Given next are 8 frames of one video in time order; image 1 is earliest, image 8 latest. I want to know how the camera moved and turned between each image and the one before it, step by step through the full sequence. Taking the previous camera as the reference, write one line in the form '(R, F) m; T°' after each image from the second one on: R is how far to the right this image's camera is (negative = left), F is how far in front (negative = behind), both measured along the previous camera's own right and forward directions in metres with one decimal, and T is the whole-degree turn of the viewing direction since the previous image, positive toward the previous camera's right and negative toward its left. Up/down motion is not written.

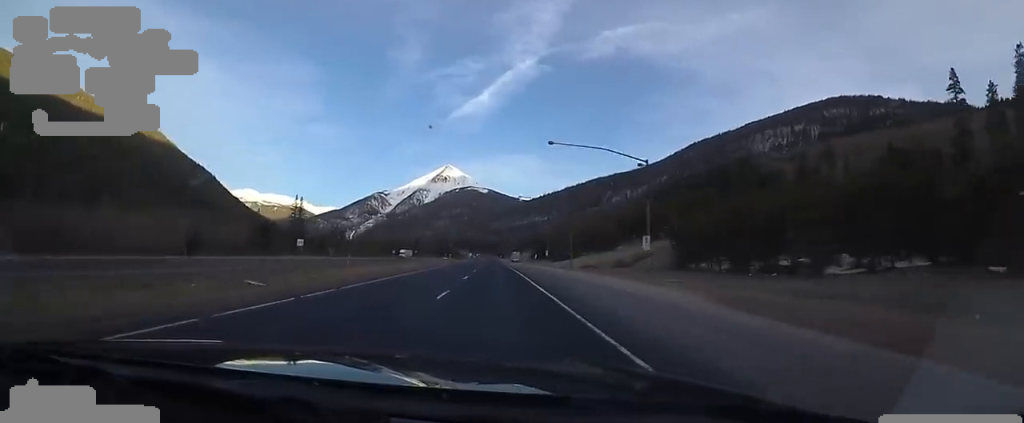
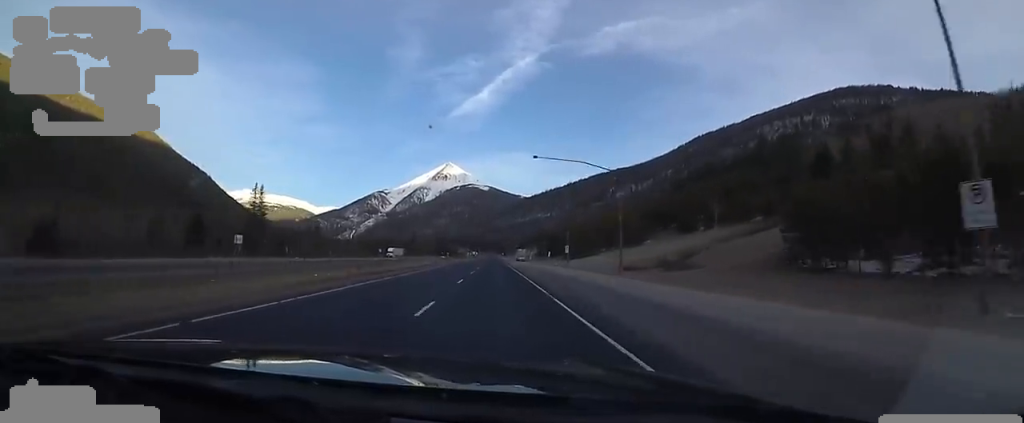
(0.0, +28.3) m; -1°
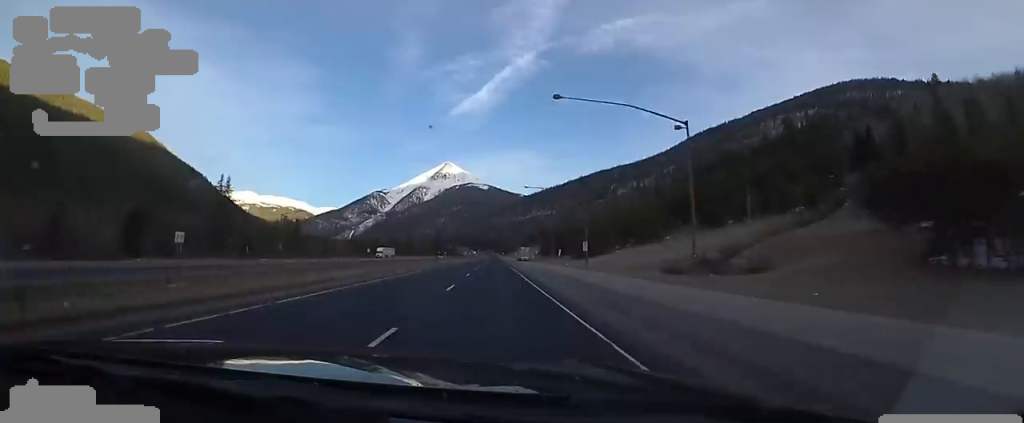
(0.0, +16.9) m; 0°
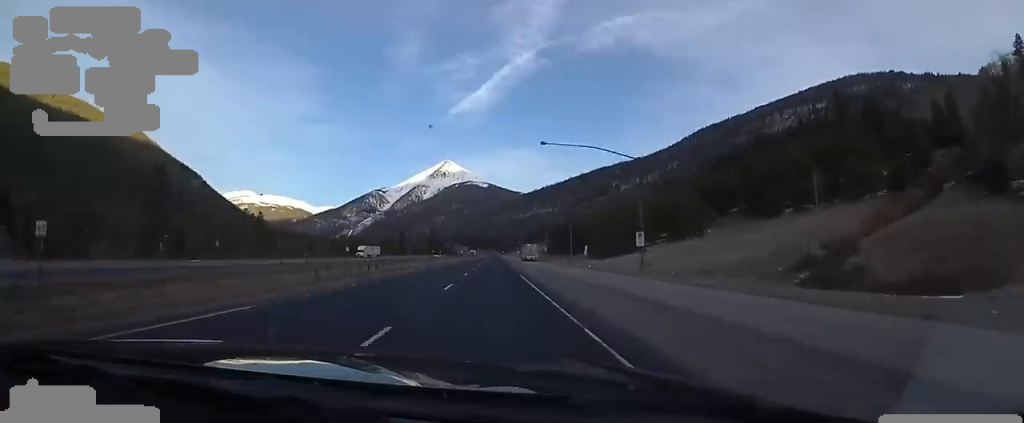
(-0.3, +24.3) m; 0°
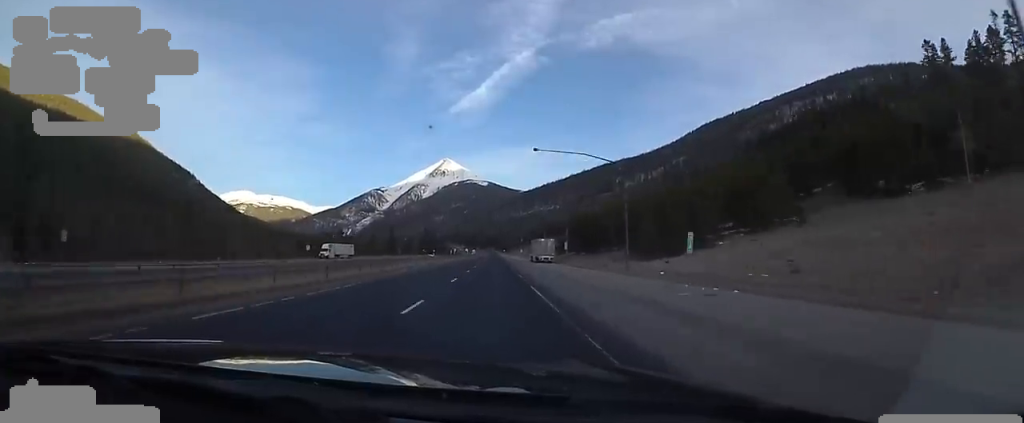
(+0.4, +31.6) m; +1°
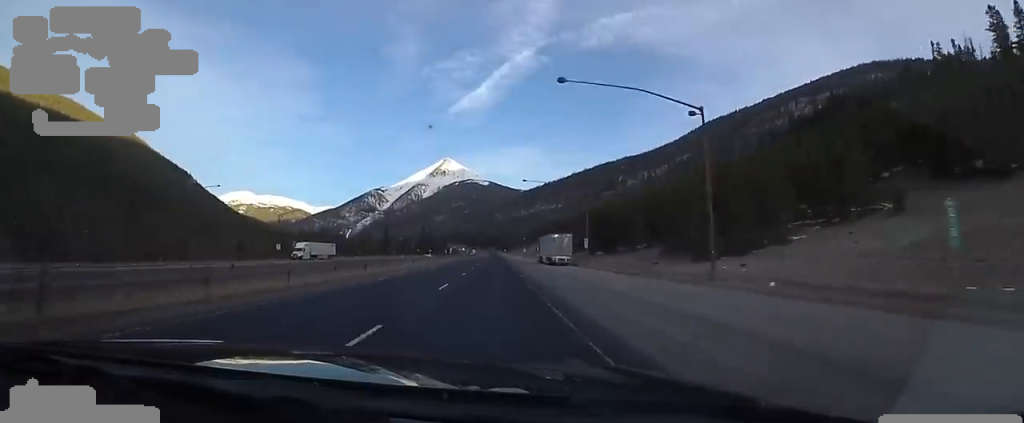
(0.0, +16.8) m; 0°
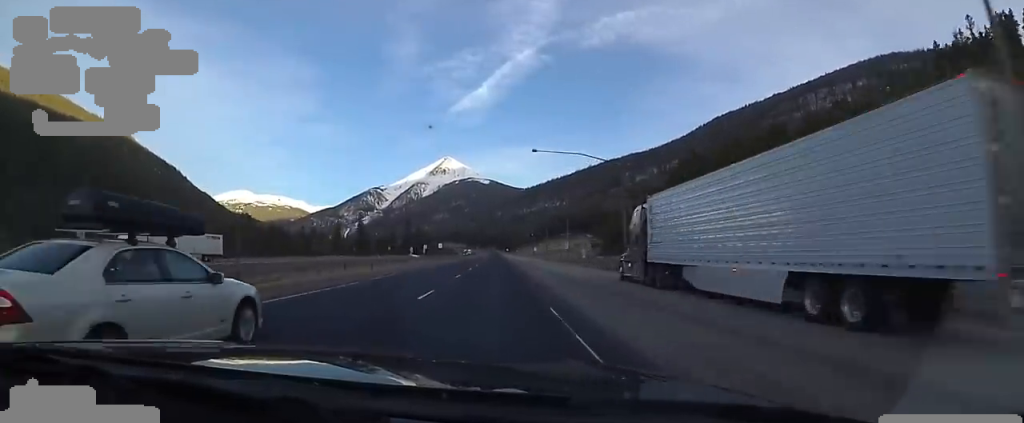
(-0.2, +52.6) m; -1°
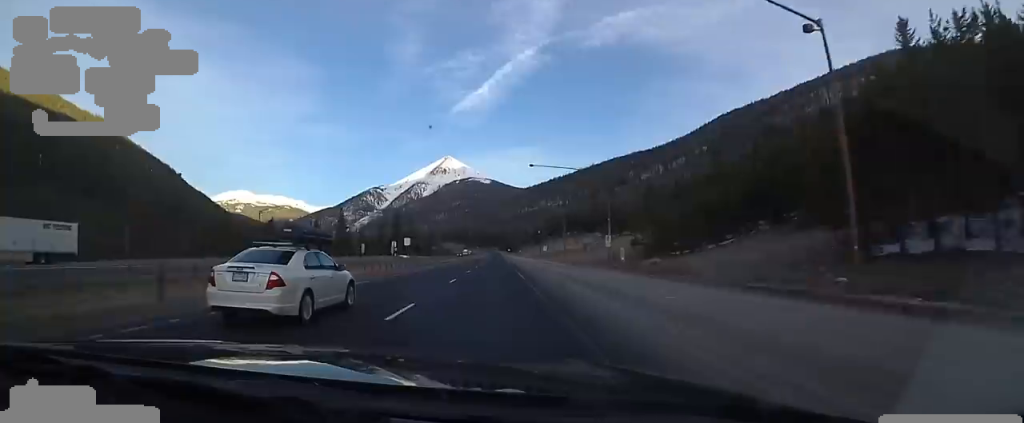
(-0.3, +28.4) m; 0°
